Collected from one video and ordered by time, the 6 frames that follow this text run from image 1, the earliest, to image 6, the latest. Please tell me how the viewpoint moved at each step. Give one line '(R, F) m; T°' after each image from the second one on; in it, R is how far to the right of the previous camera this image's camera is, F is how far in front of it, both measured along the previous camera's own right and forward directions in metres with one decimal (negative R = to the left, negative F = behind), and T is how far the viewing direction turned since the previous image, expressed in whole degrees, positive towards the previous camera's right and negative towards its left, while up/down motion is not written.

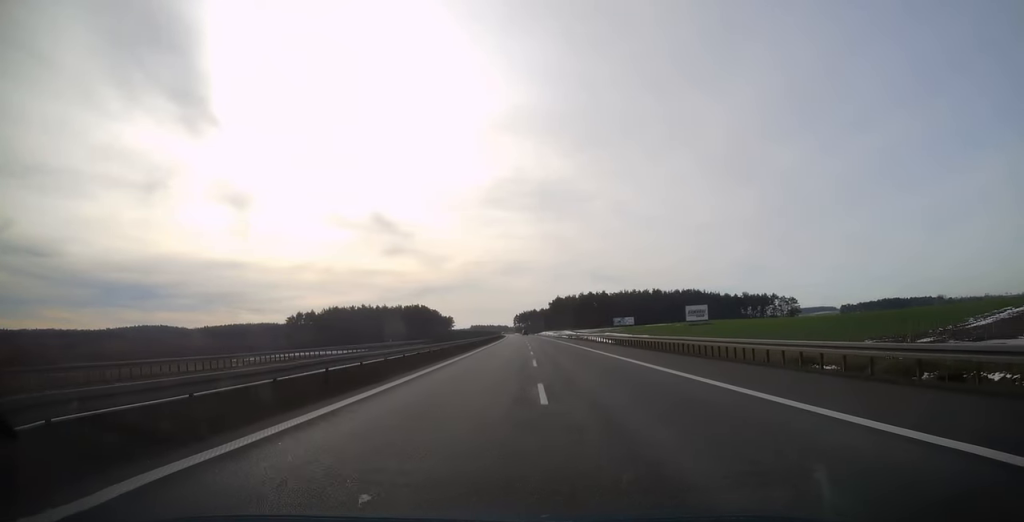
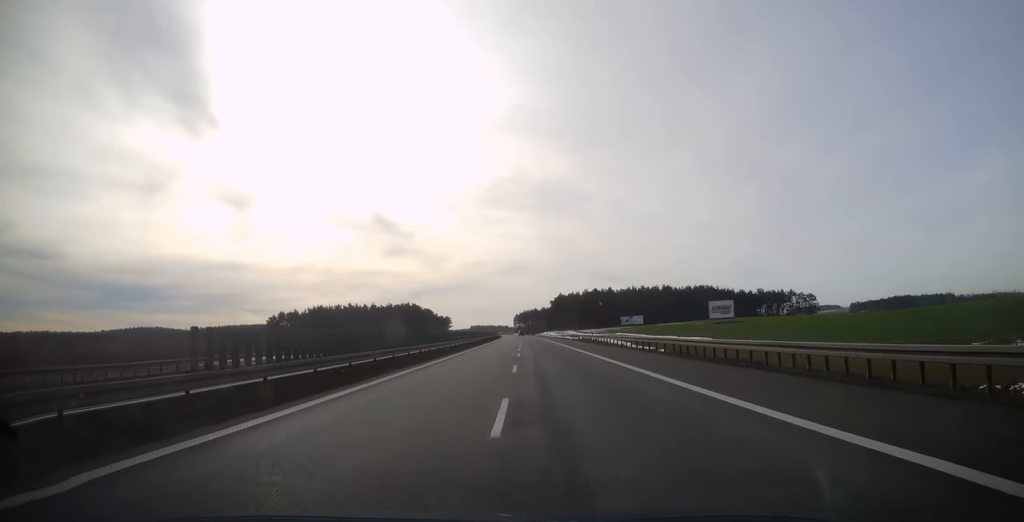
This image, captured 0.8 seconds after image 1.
(+0.1, +26.8) m; 0°
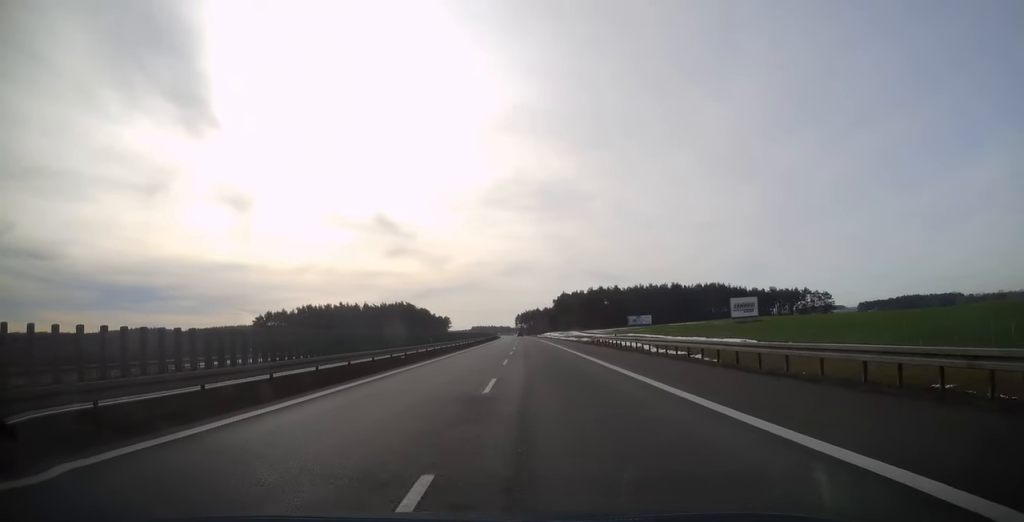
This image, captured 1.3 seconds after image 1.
(0.0, +18.4) m; 0°
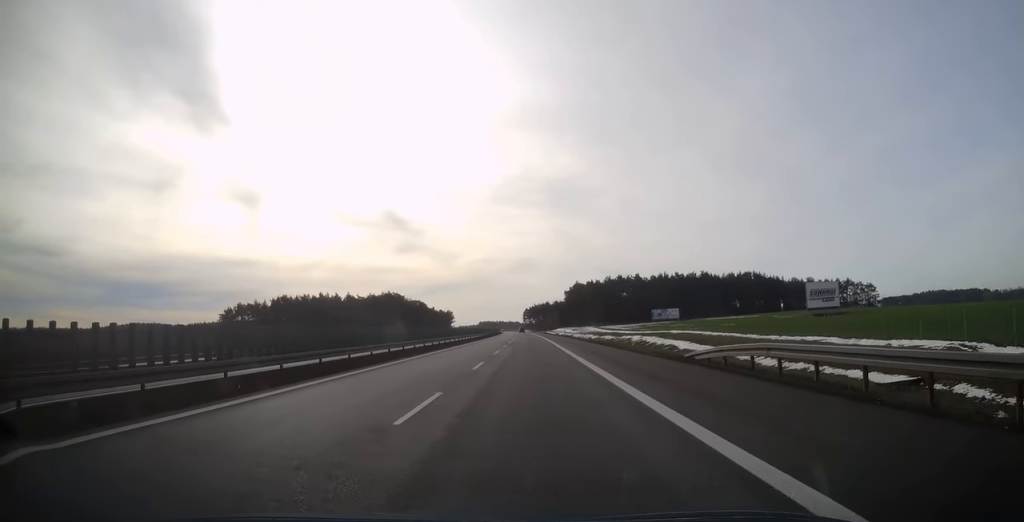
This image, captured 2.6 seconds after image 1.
(-0.2, +41.3) m; -1°
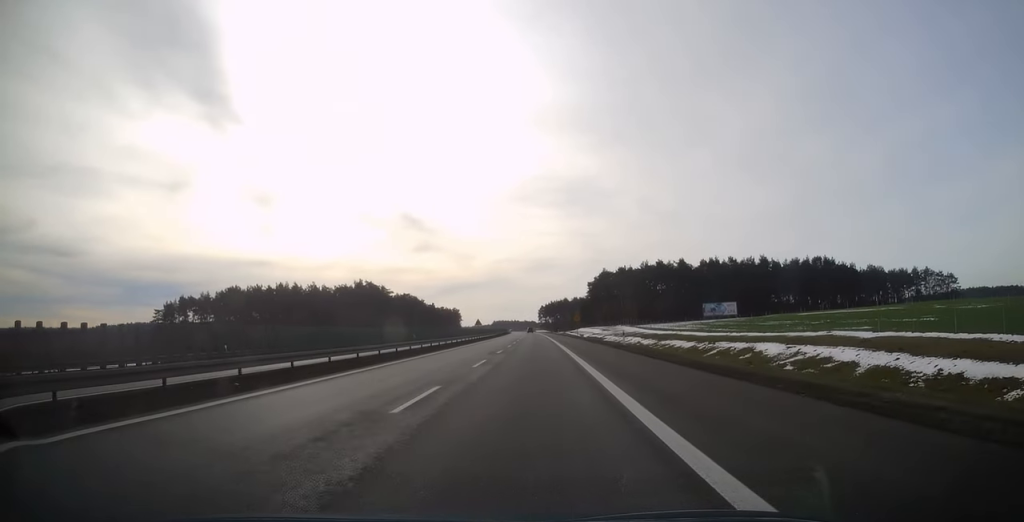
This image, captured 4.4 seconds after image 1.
(-0.8, +59.9) m; -2°
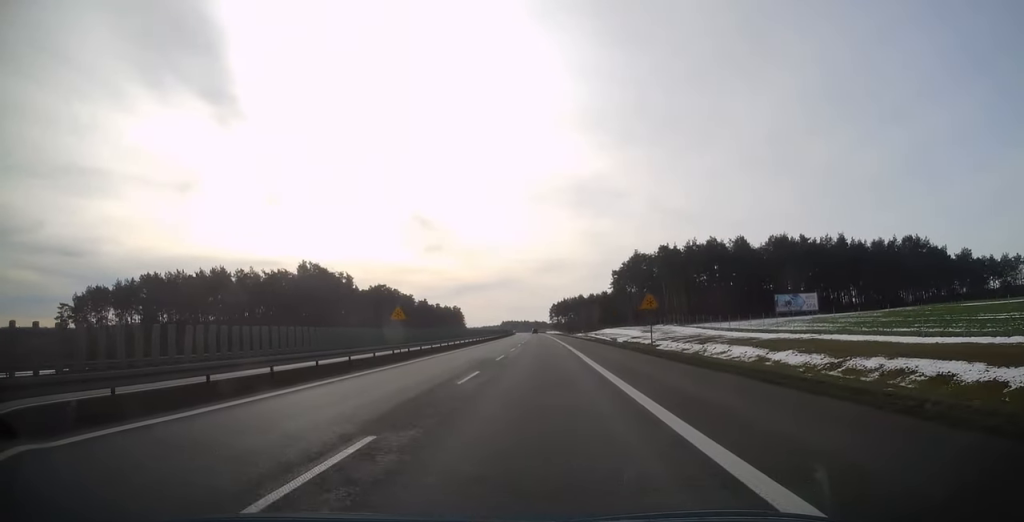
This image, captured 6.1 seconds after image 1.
(-0.6, +55.4) m; -1°
